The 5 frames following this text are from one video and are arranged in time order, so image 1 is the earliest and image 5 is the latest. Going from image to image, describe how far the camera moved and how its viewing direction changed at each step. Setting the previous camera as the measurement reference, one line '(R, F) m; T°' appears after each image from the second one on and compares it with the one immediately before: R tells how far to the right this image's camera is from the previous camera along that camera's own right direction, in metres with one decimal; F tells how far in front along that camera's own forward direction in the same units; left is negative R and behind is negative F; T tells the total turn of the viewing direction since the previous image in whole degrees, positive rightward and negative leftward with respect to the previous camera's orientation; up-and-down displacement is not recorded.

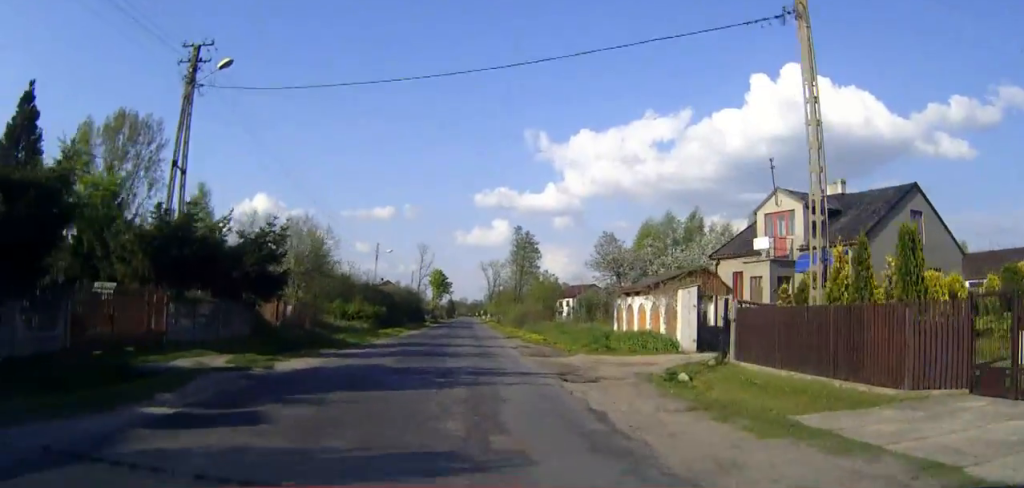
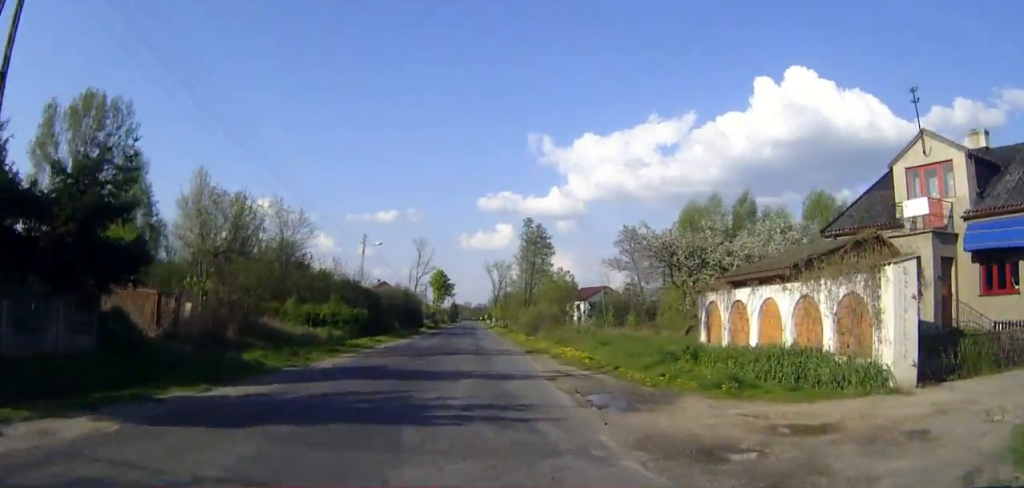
(-0.1, +12.2) m; 0°
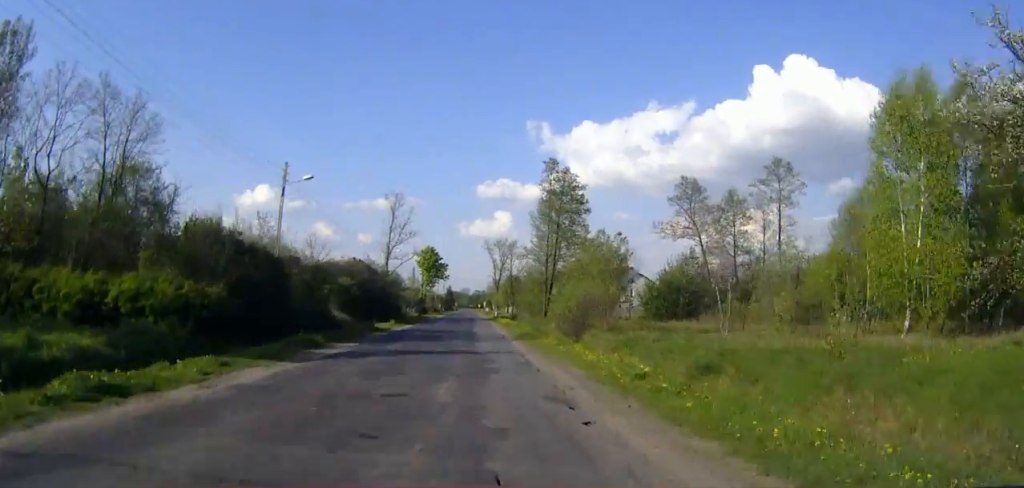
(+0.1, +28.5) m; 0°
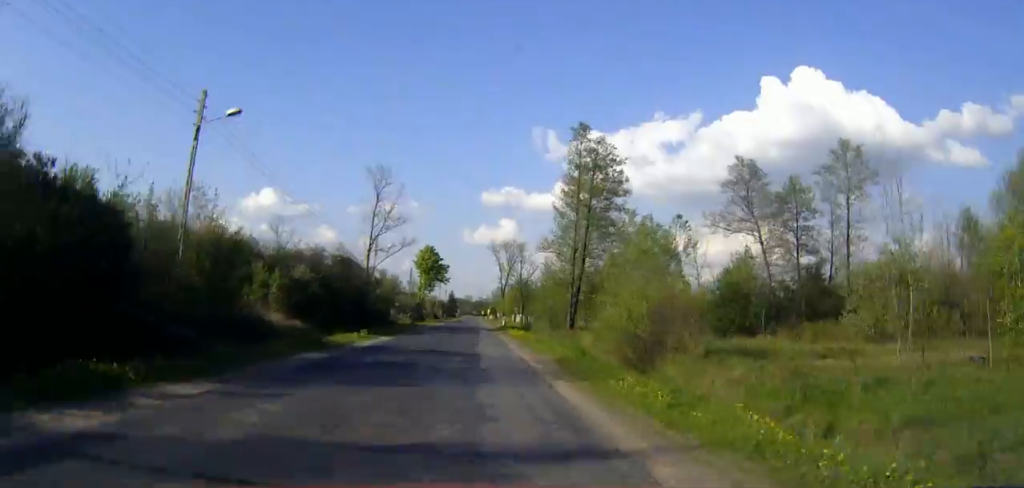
(0.0, +14.0) m; 0°
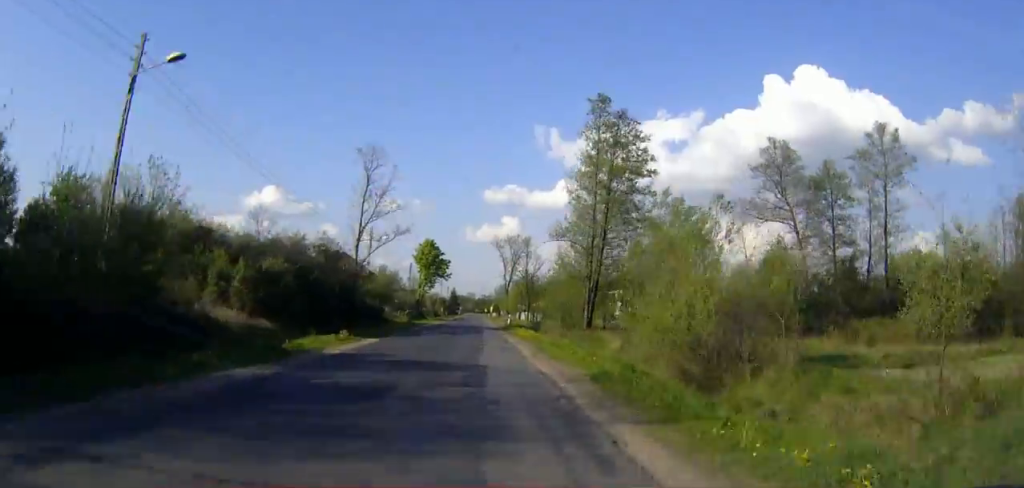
(0.0, +6.1) m; 0°
